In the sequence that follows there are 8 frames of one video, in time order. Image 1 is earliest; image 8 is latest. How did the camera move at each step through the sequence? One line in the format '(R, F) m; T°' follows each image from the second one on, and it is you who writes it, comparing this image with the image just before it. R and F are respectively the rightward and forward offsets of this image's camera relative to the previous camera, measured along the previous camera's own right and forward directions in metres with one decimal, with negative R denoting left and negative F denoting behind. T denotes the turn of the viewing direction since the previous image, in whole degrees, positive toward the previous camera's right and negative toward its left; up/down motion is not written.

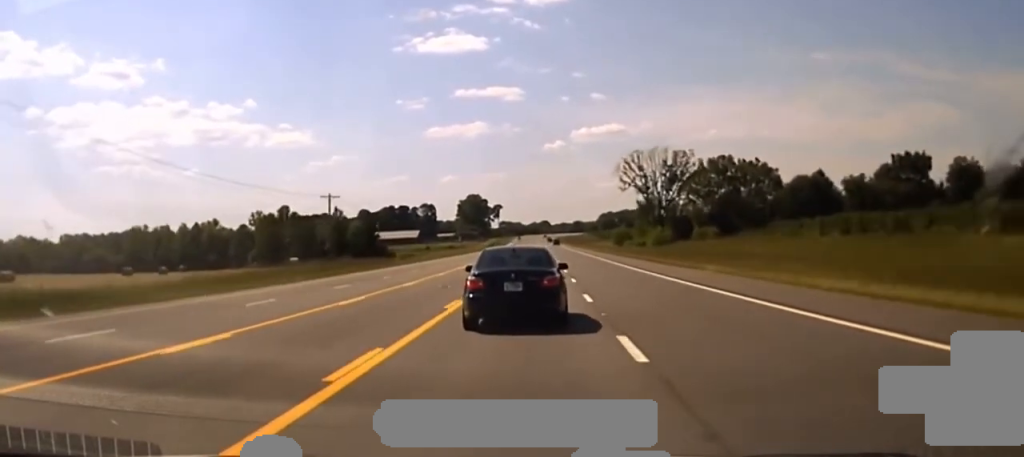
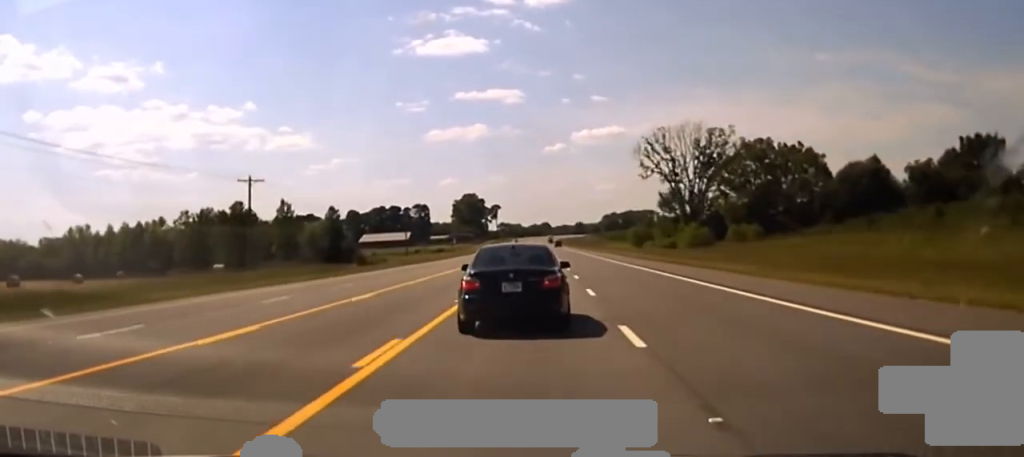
(-0.1, +31.5) m; 0°
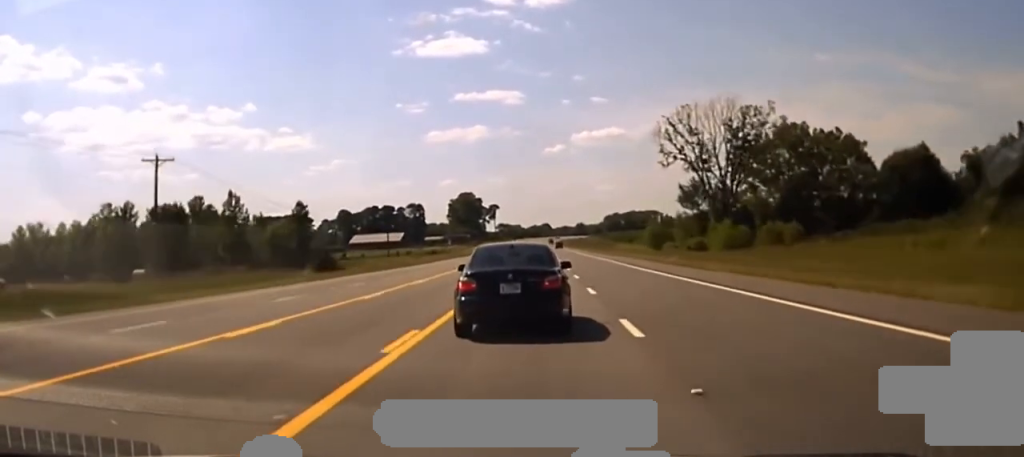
(+0.1, +20.4) m; 0°
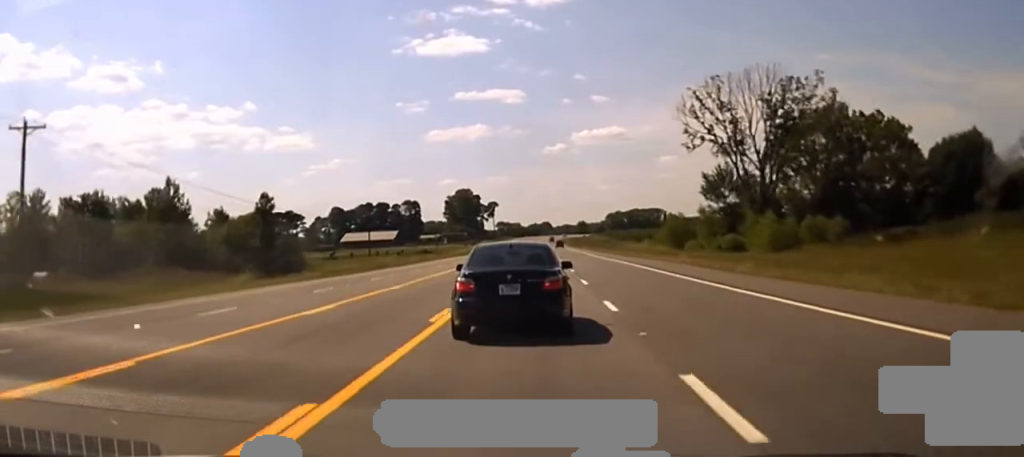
(+0.1, +17.2) m; 0°
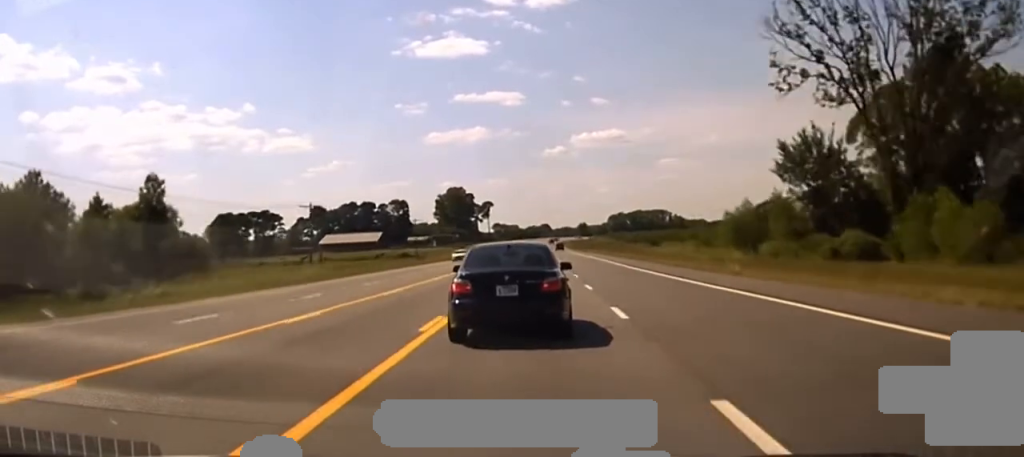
(+0.1, +38.9) m; 0°
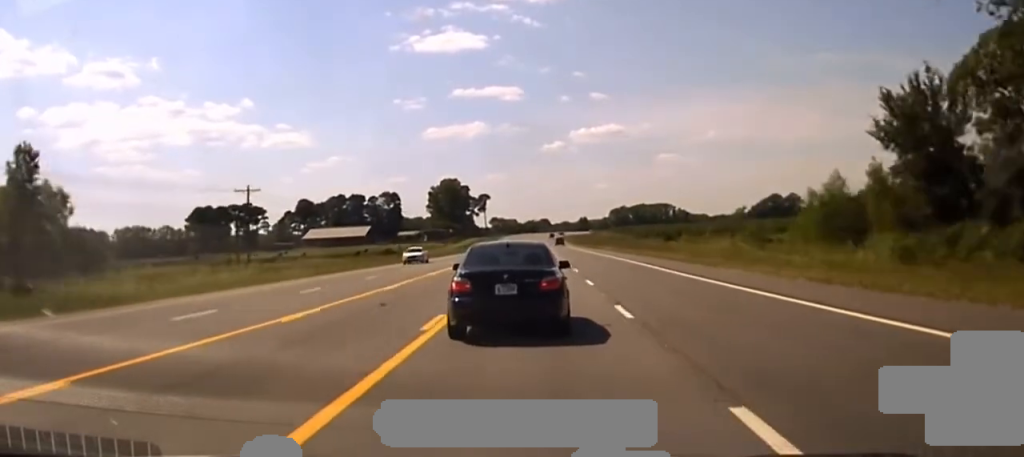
(-0.1, +28.1) m; 0°
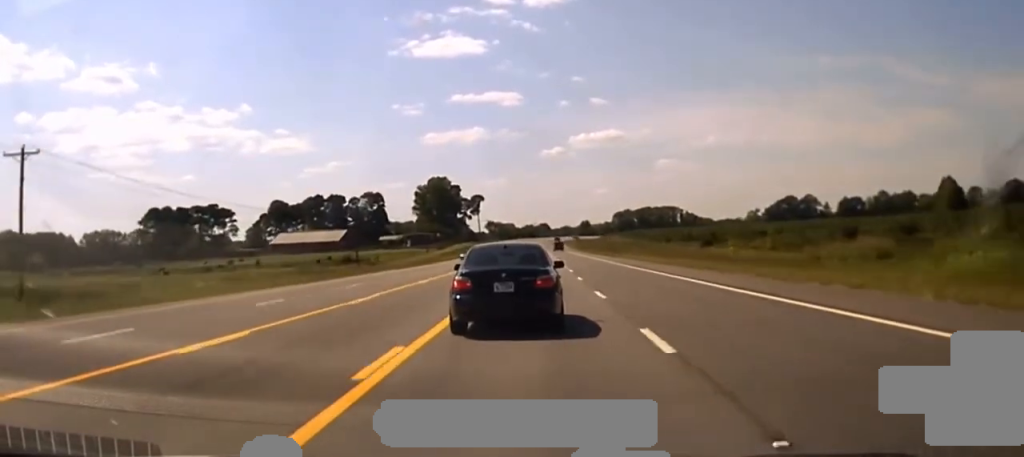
(-0.3, +45.3) m; 0°
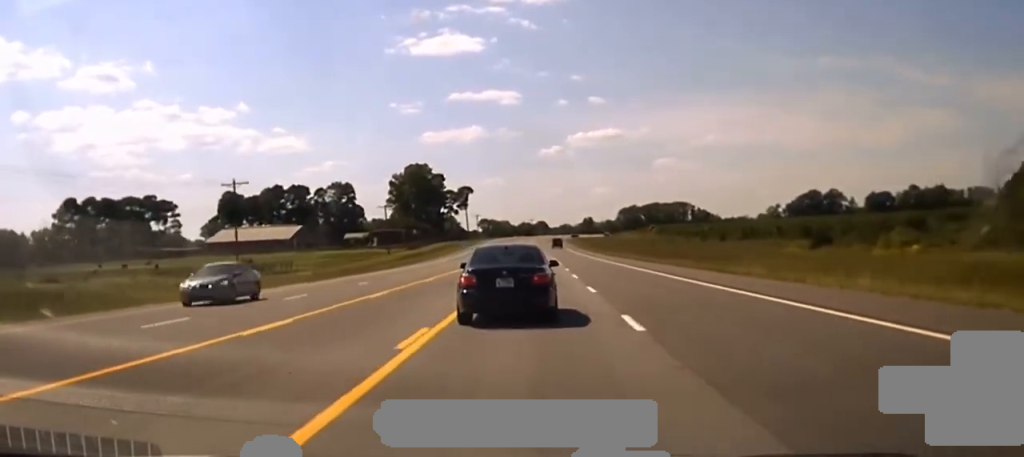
(+0.8, +57.9) m; +1°
